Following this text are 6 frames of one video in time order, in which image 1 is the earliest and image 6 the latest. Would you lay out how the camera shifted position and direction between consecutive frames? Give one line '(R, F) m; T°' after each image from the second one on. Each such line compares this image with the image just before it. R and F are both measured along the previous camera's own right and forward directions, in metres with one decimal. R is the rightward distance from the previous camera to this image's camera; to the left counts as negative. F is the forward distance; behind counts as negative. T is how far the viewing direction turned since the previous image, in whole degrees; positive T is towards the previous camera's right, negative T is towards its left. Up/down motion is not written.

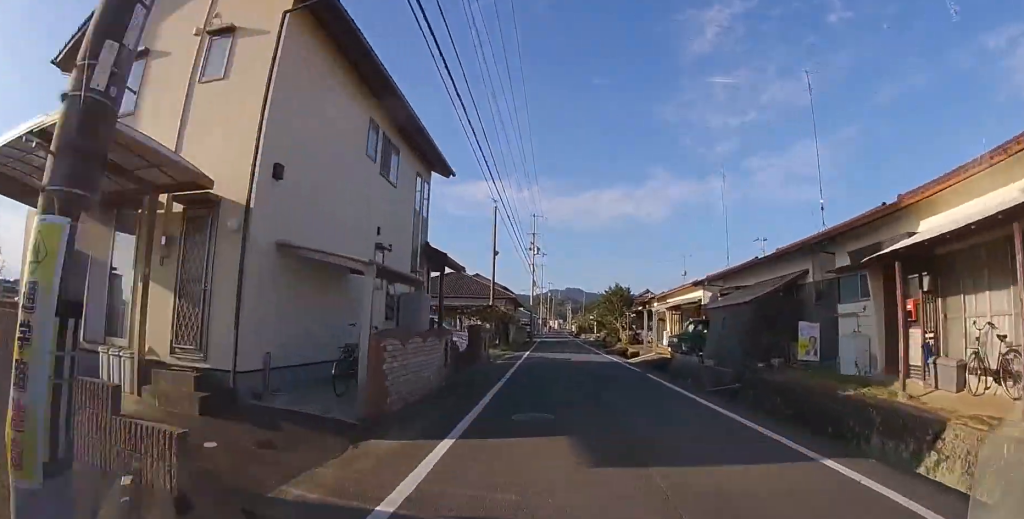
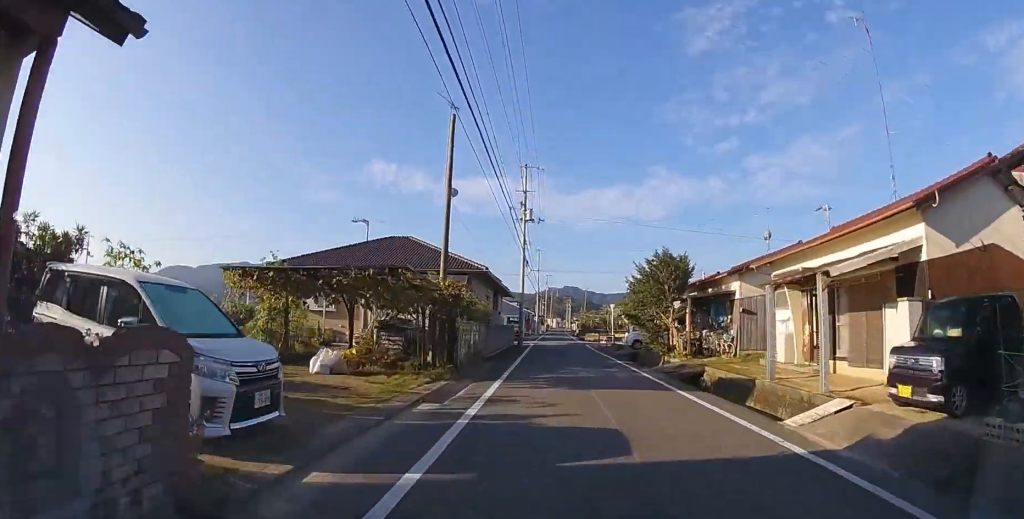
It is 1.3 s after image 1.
(0.0, +15.8) m; 0°
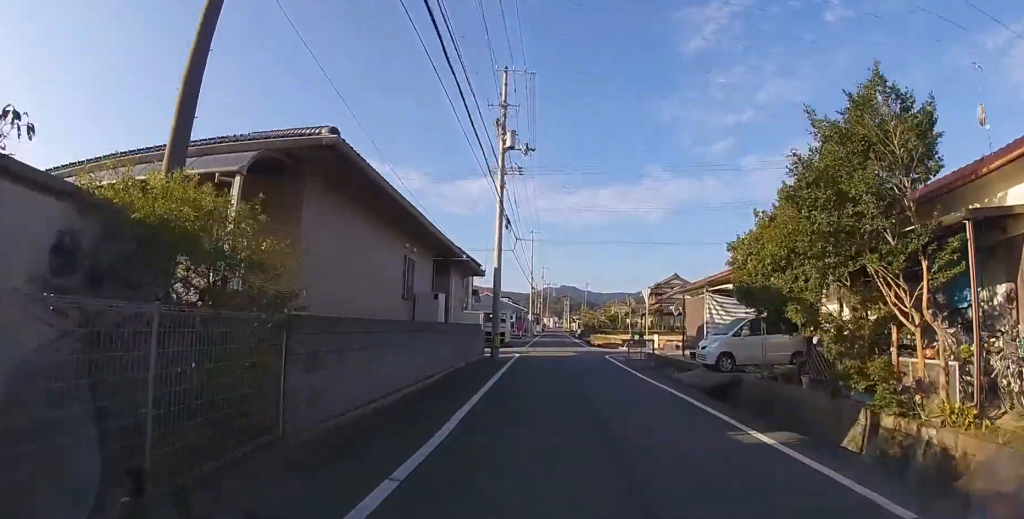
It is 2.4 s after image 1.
(+0.1, +14.2) m; 0°
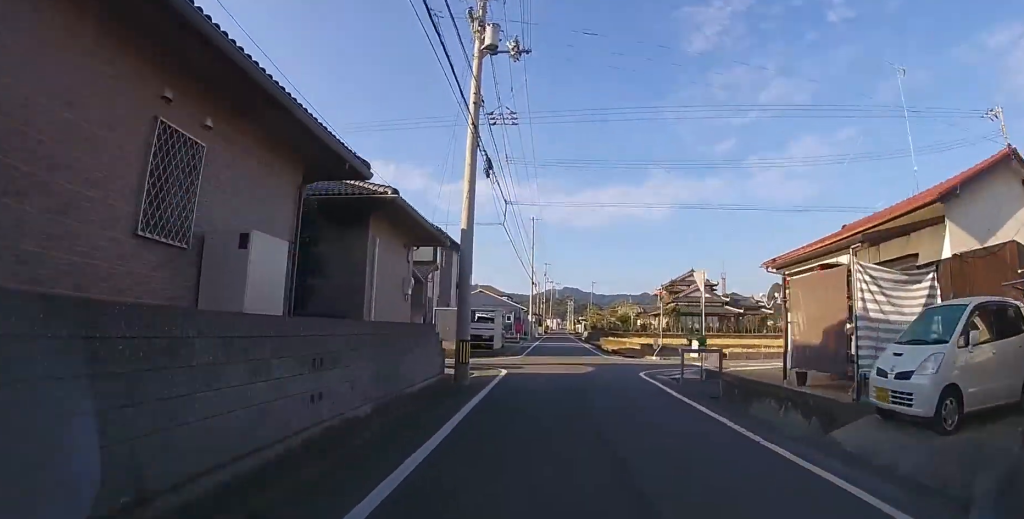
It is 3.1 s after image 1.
(0.0, +8.3) m; 0°
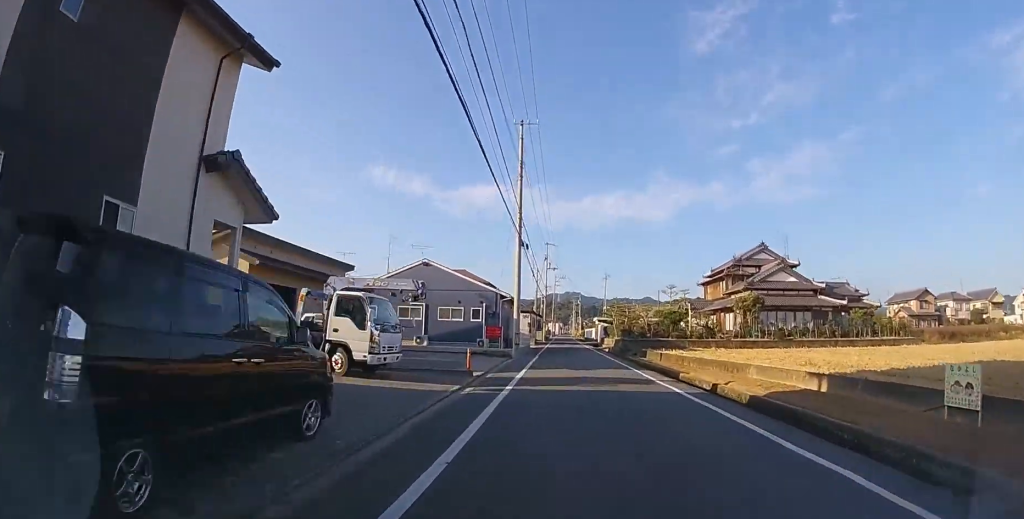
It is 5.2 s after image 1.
(0.0, +26.3) m; 0°
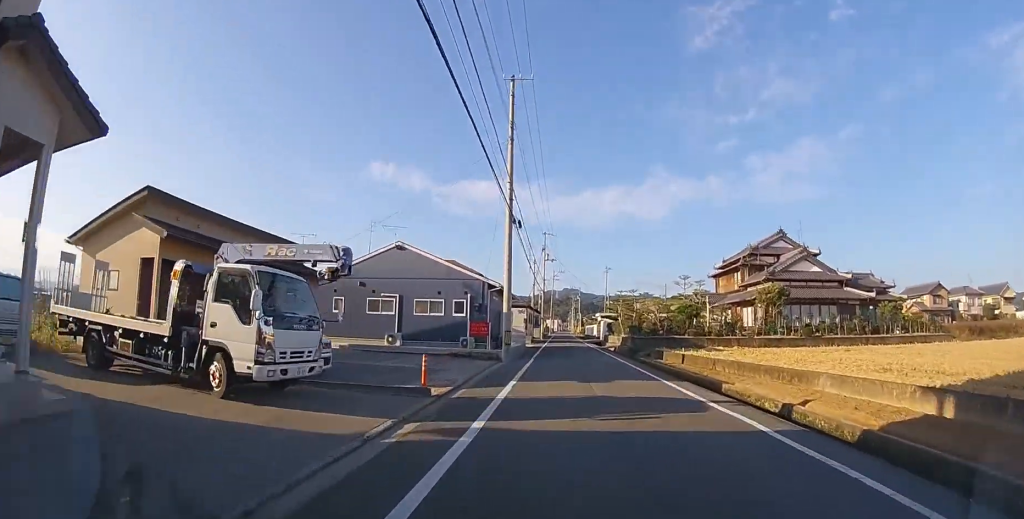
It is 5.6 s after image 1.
(0.0, +5.3) m; 0°
